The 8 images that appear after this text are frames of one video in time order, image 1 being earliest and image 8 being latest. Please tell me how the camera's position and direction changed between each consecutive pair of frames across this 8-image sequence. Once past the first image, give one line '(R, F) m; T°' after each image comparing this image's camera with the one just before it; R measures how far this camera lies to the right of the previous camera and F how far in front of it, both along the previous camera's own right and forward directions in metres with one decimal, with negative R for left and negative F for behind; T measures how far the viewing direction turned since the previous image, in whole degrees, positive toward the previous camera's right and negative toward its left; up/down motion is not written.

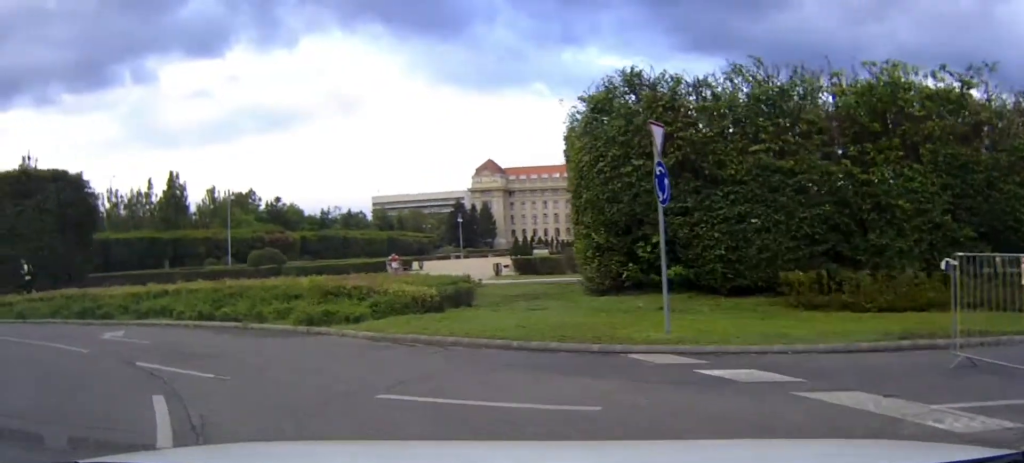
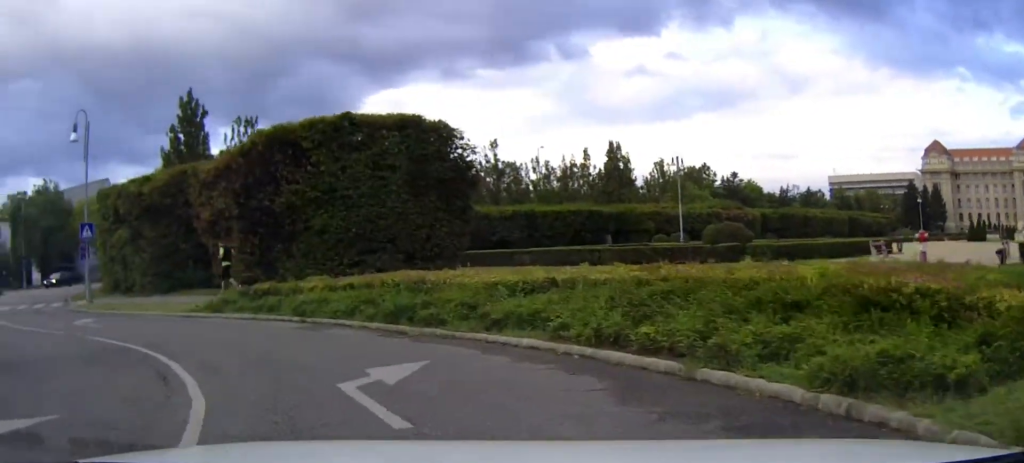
(-2.7, +6.7) m; -34°
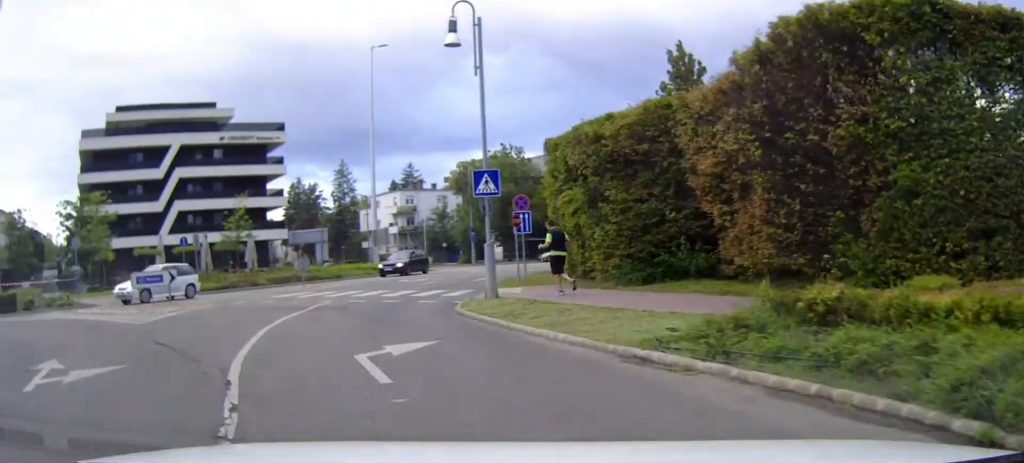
(-0.2, +9.7) m; -19°
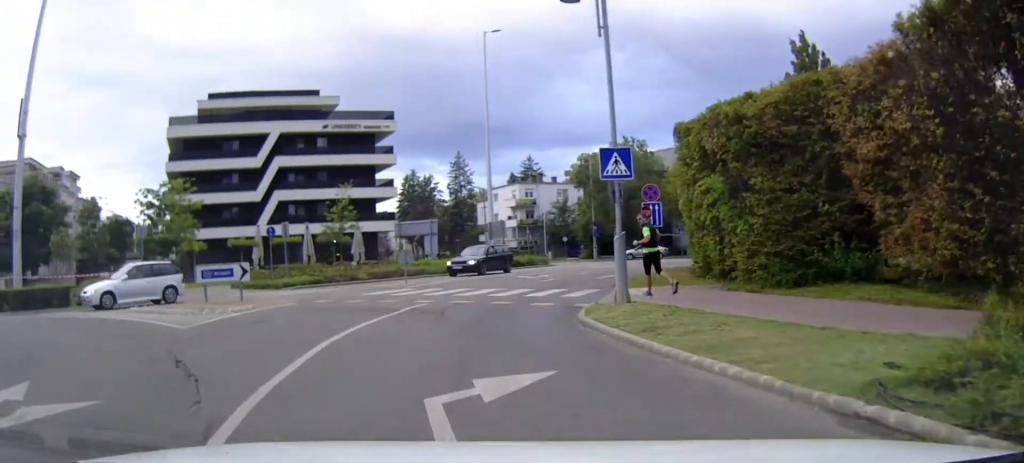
(-0.7, +2.7) m; -16°
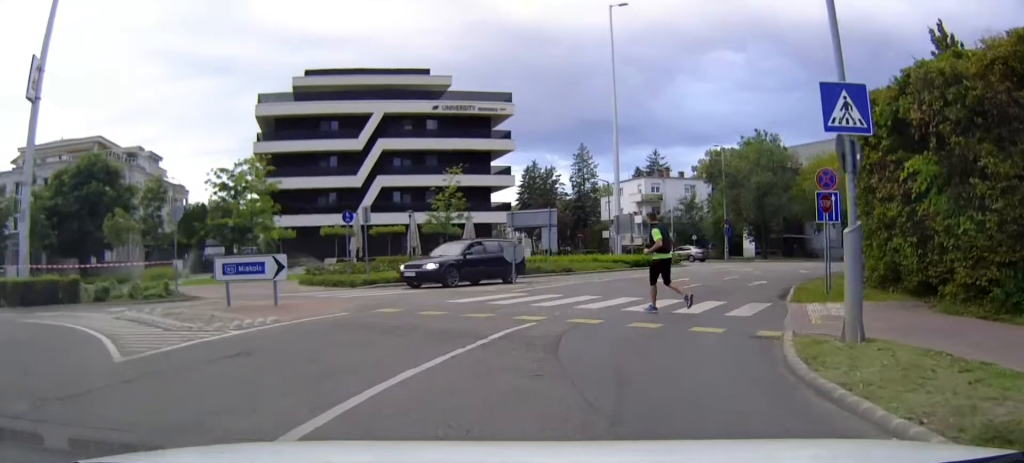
(-2.1, +6.3) m; -25°
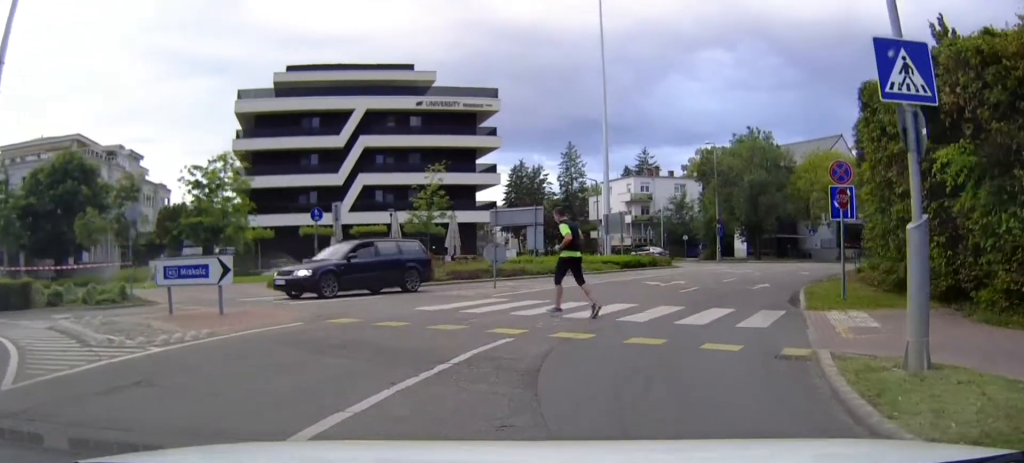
(-0.1, +2.7) m; -2°
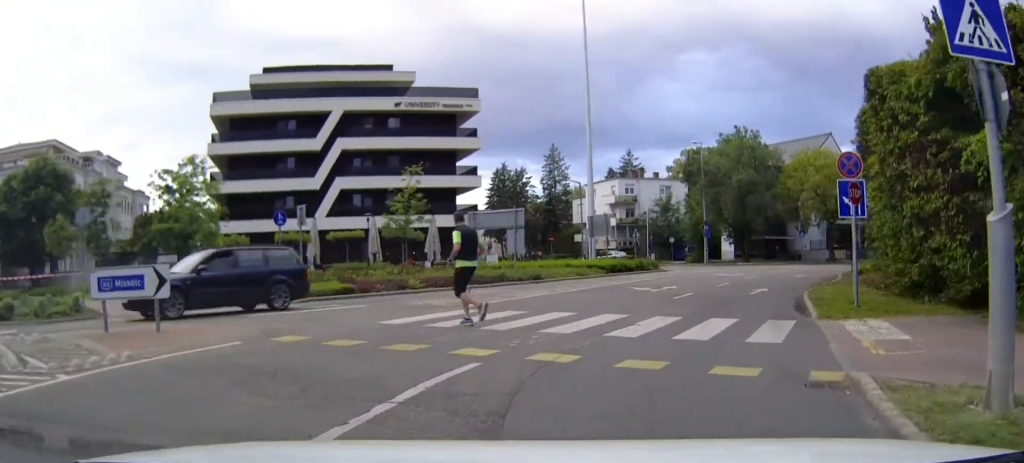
(-0.1, +2.3) m; 0°
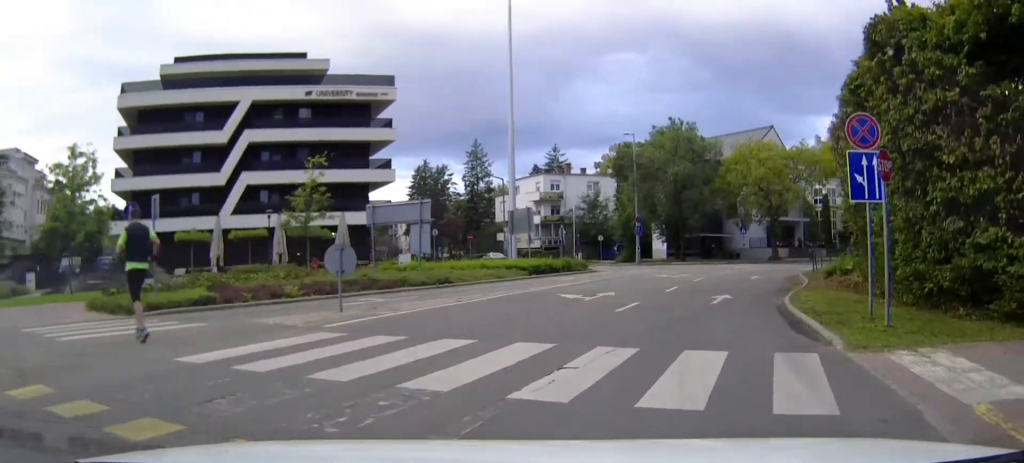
(+0.1, +5.2) m; +5°
